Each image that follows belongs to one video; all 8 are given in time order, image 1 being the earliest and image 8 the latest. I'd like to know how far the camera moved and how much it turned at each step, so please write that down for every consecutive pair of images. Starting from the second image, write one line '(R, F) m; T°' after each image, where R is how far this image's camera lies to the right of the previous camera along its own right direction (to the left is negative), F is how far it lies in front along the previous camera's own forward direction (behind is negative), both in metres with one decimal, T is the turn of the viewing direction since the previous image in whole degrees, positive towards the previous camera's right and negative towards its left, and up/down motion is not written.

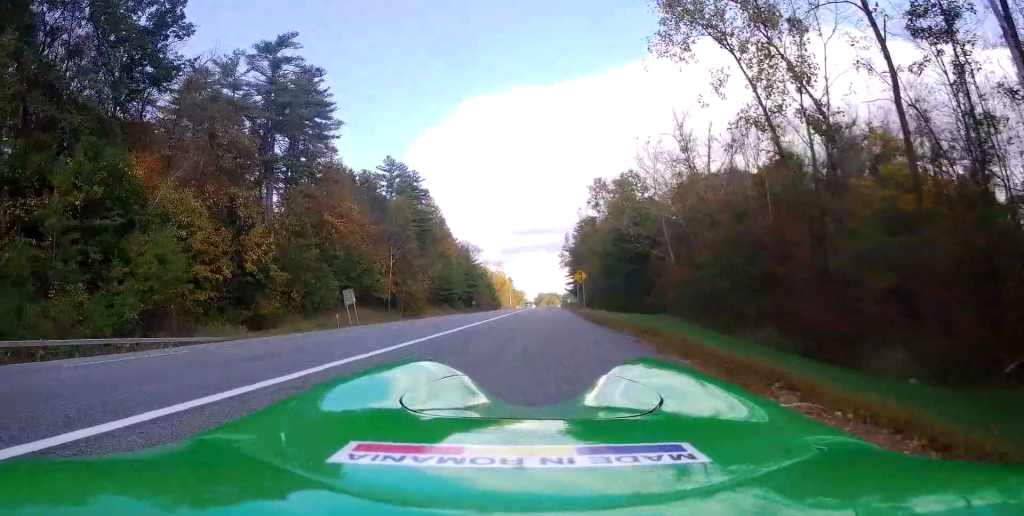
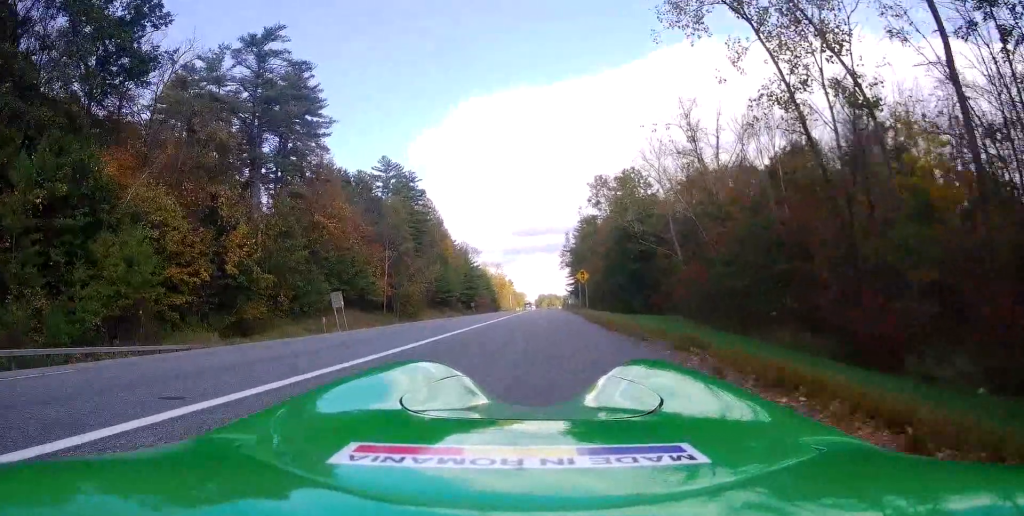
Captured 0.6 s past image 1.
(0.0, +3.0) m; 0°
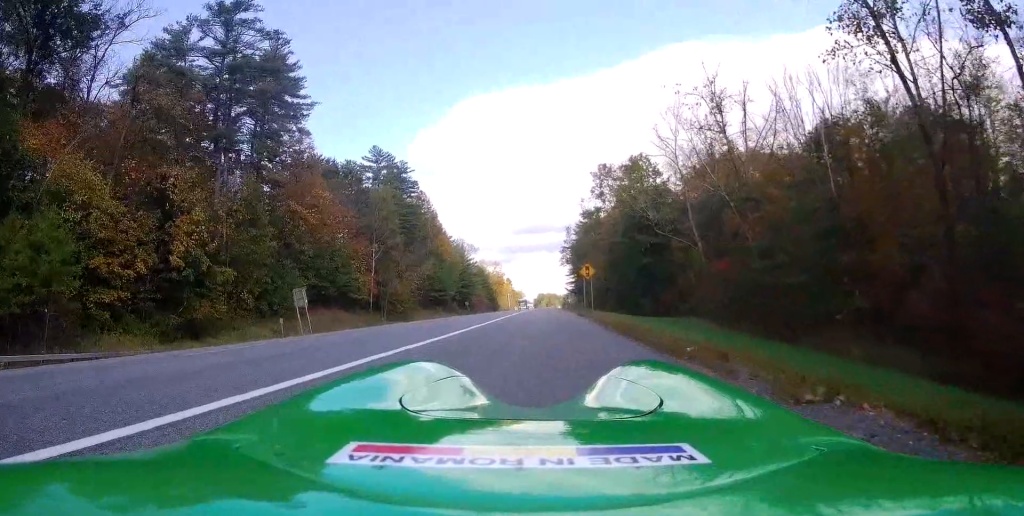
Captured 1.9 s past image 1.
(0.0, +7.1) m; 0°
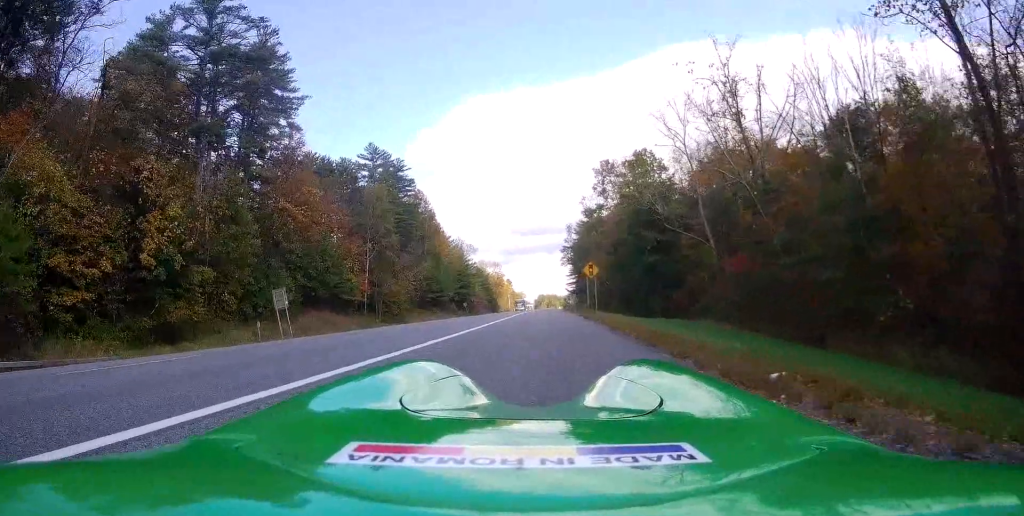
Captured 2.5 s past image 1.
(0.0, +3.1) m; 0°
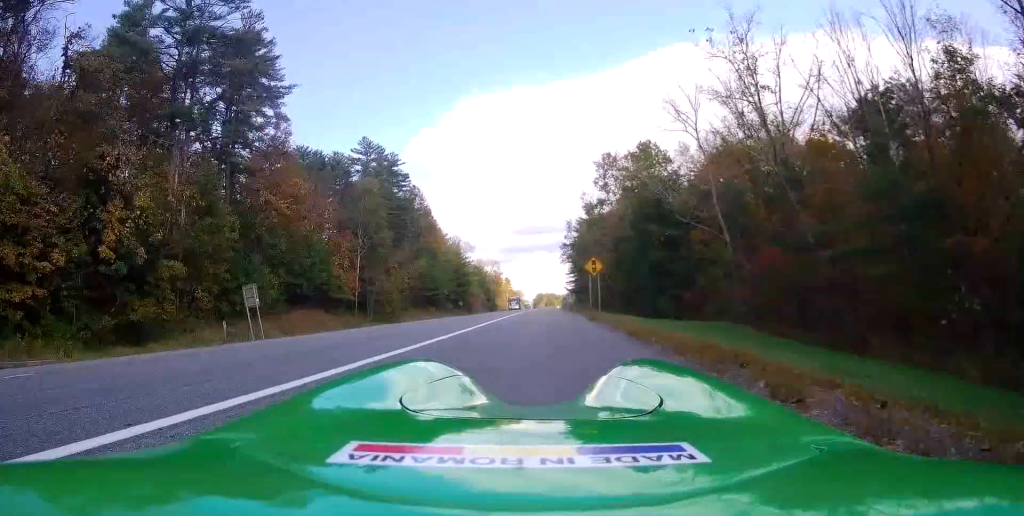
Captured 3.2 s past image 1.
(0.0, +3.6) m; 0°
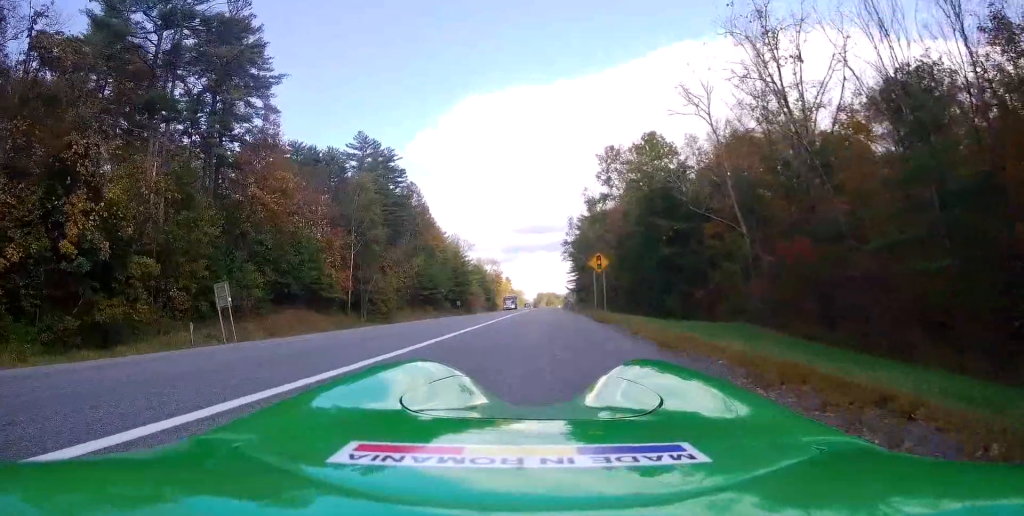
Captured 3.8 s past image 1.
(0.0, +2.0) m; -1°
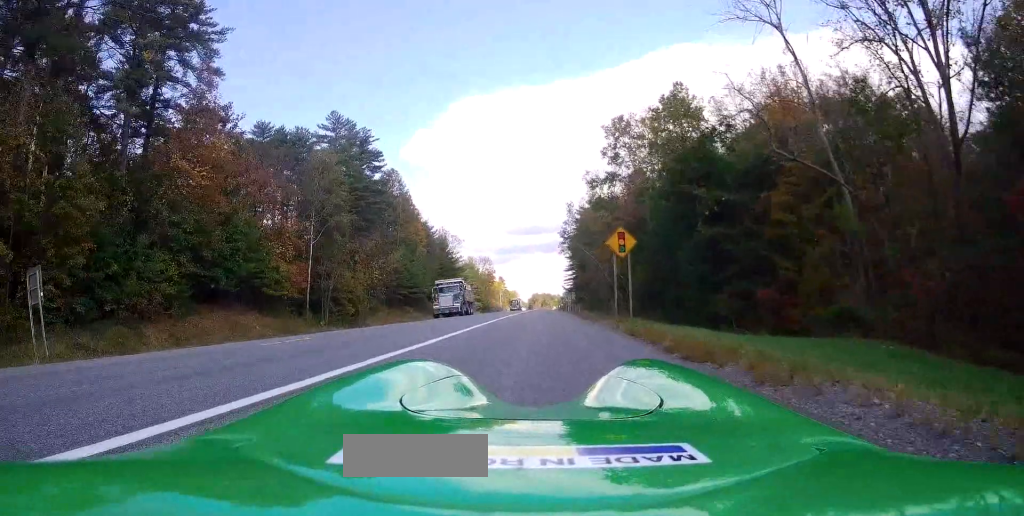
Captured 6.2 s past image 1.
(-0.4, +9.6) m; +1°
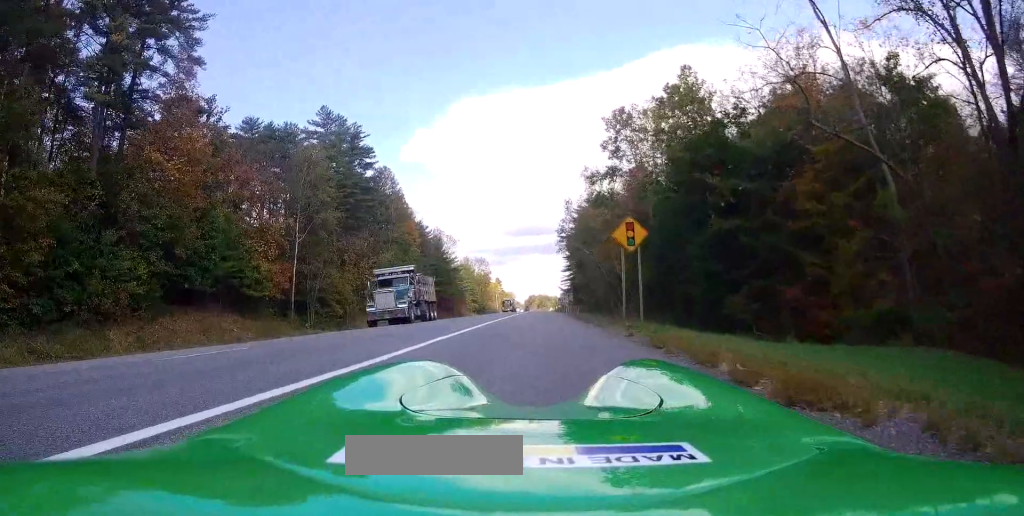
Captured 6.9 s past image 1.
(+0.2, +3.7) m; 0°
